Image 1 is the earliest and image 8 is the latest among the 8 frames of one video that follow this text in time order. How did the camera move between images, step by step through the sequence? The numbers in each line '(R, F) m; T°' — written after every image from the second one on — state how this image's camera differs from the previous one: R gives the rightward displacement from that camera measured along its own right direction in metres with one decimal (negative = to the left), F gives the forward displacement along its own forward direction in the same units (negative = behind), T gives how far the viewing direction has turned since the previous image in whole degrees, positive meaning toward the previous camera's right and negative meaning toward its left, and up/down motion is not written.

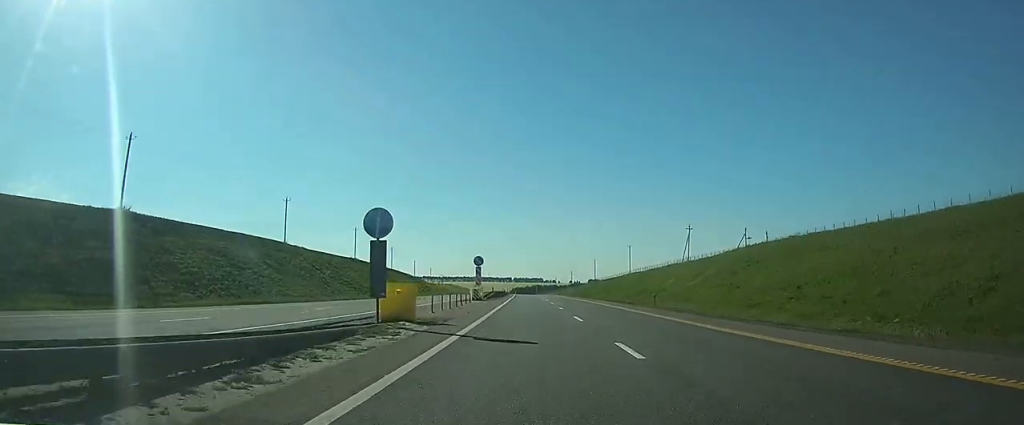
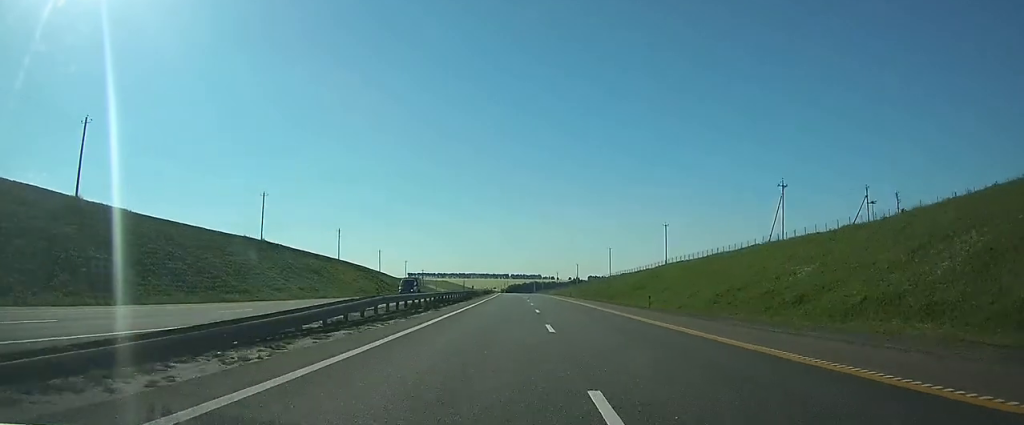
(+0.1, +54.0) m; 0°
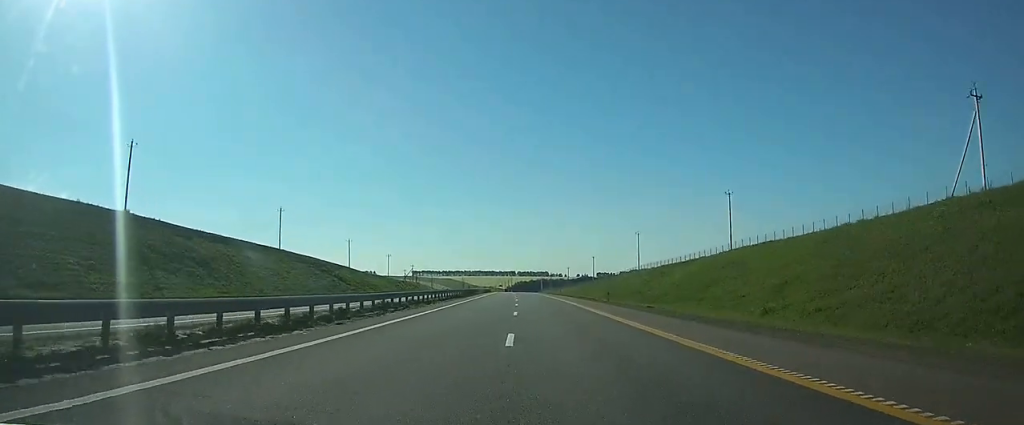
(-0.1, +40.1) m; 0°
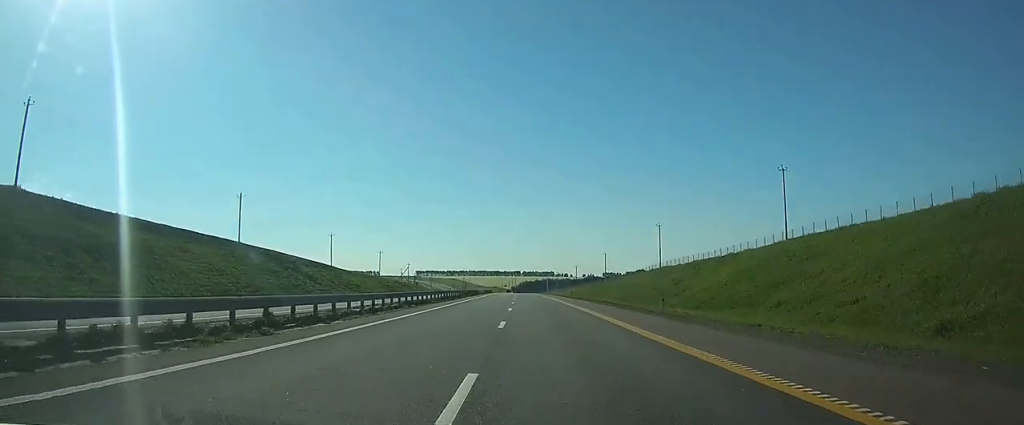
(-0.1, +18.9) m; 0°
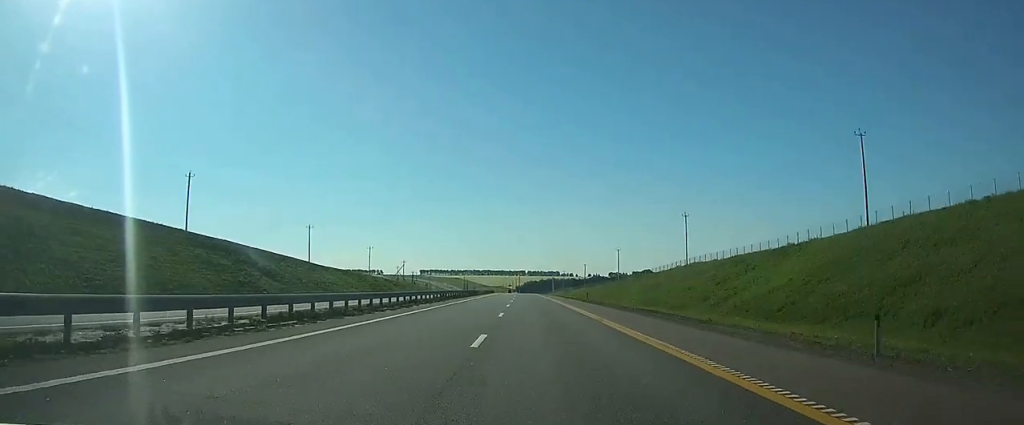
(0.0, +17.7) m; 0°
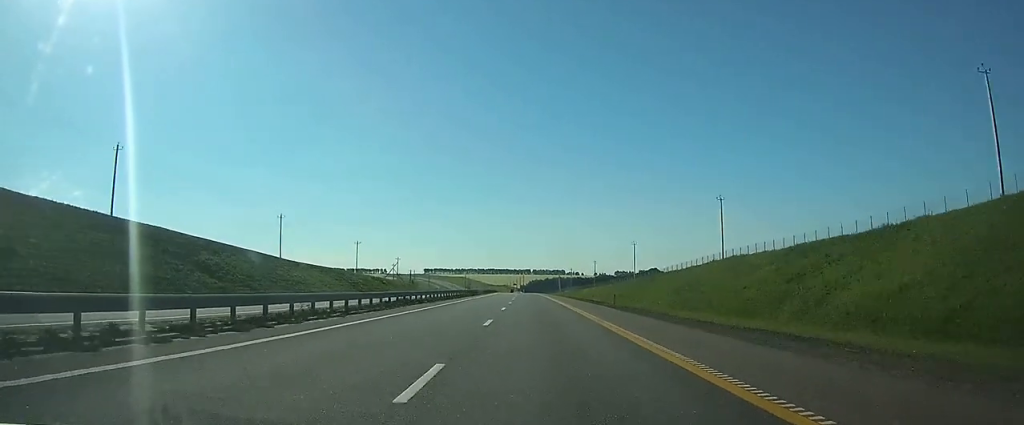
(+0.1, +17.7) m; -1°
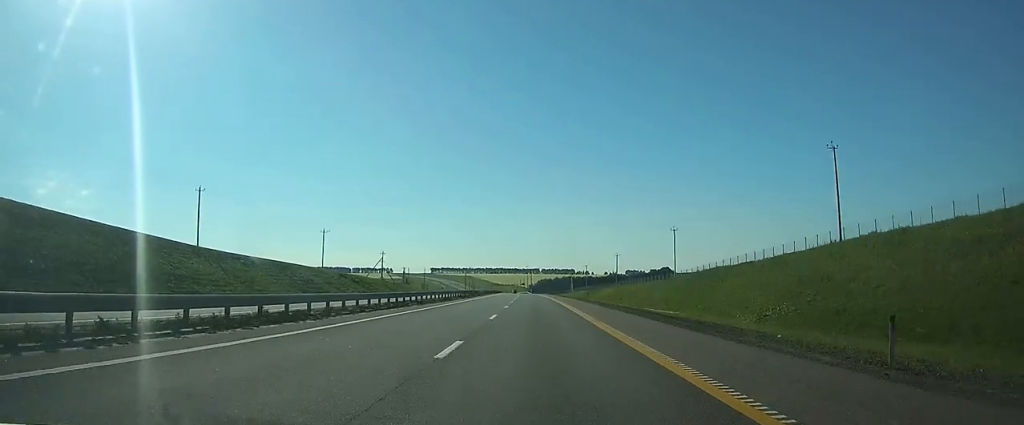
(-0.5, +31.9) m; -1°
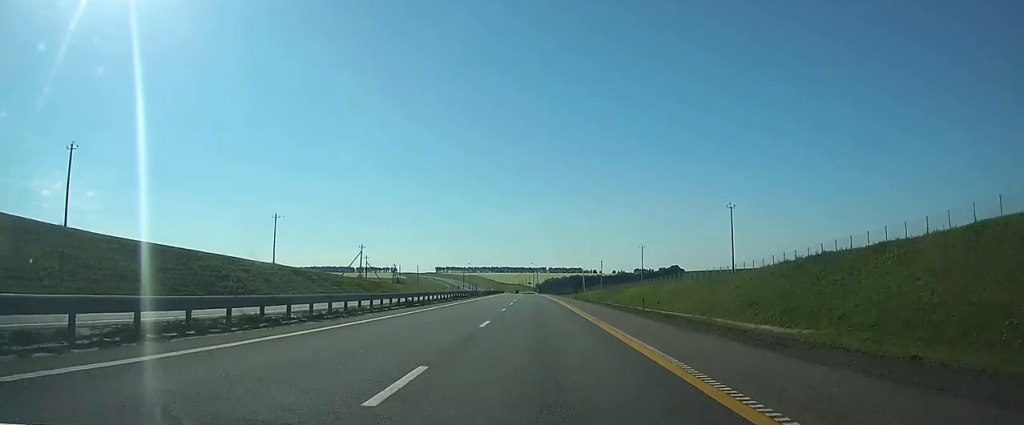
(-0.1, +27.7) m; -1°
